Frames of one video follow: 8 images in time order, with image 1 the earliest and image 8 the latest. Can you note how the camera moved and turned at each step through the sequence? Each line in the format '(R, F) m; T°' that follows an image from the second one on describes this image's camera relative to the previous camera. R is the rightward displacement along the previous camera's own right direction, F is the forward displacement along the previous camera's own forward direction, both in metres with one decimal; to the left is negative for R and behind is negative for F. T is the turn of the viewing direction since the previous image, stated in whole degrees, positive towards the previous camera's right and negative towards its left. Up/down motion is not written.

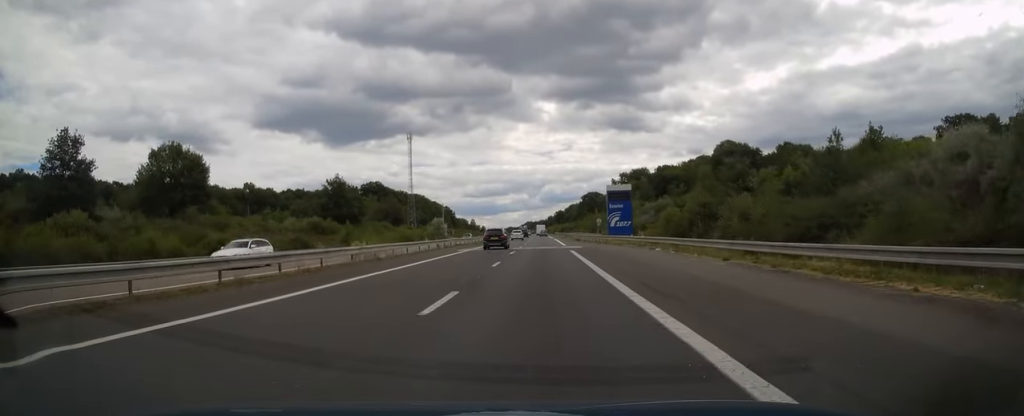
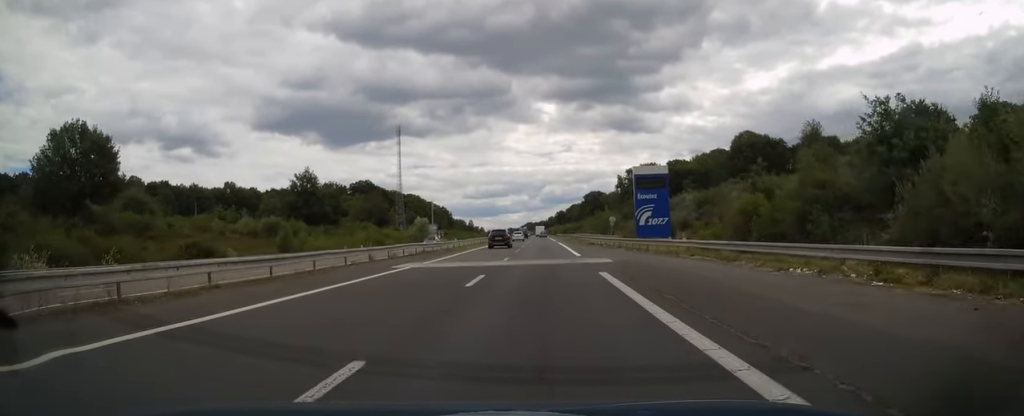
(0.0, +20.1) m; 0°
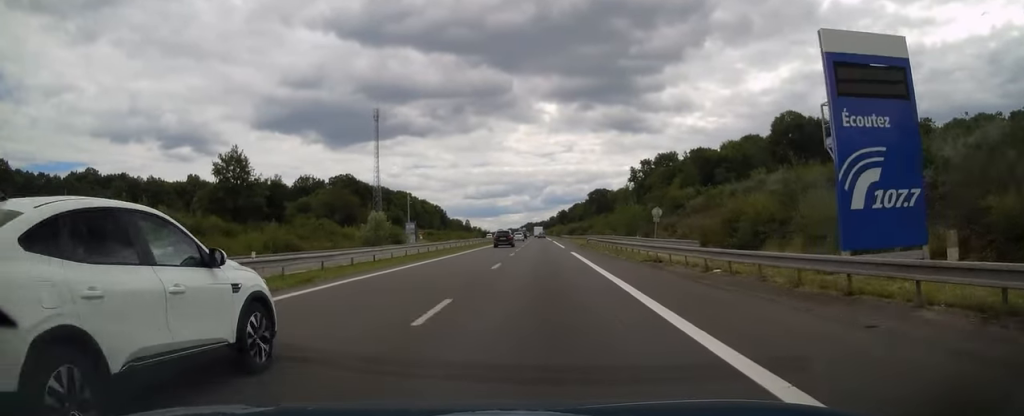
(0.0, +33.4) m; 0°
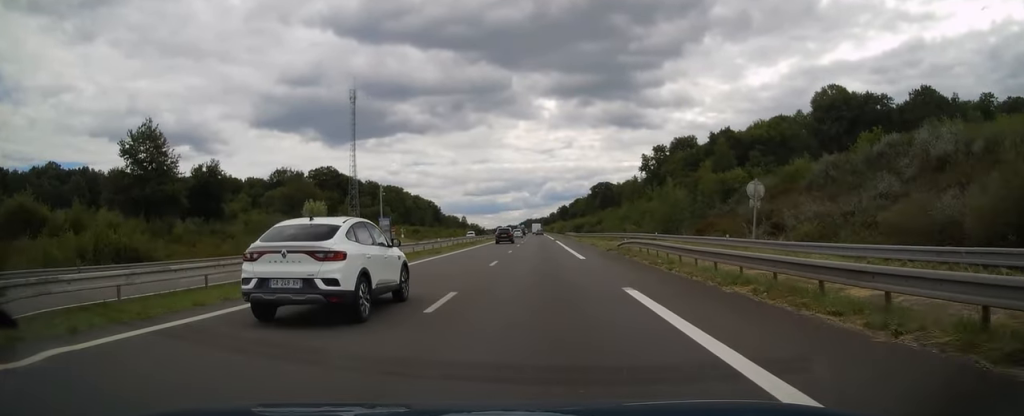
(0.0, +25.0) m; 0°
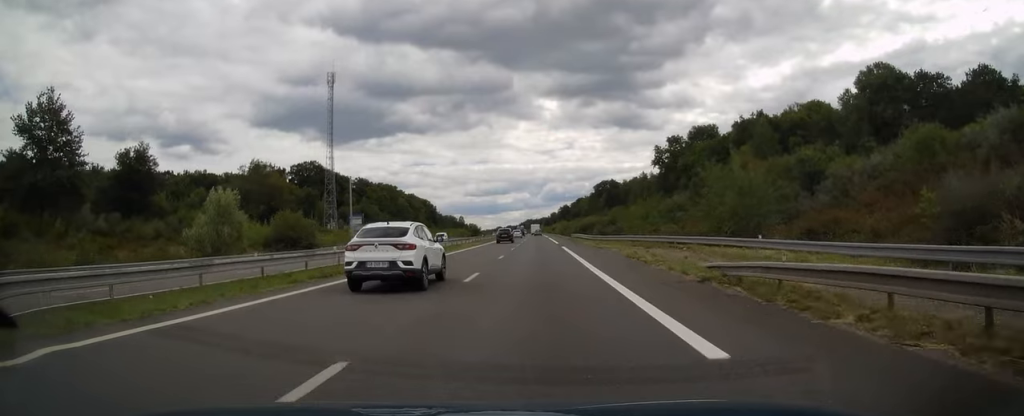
(0.0, +20.1) m; 0°
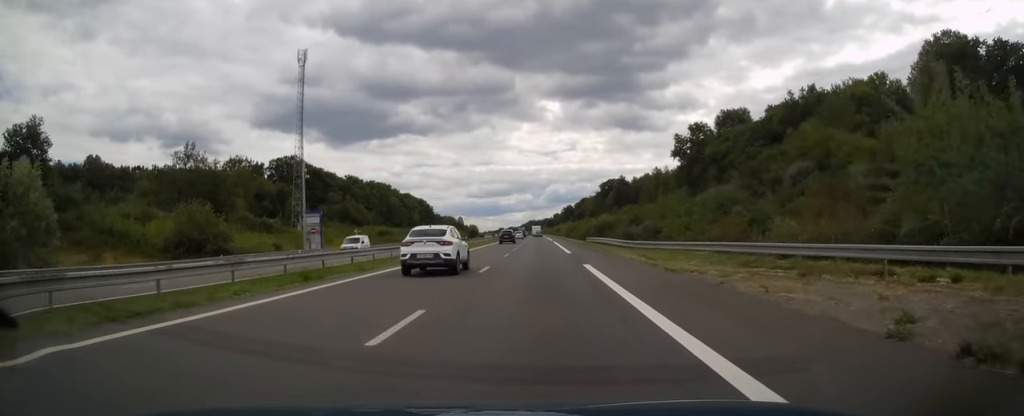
(0.0, +22.1) m; 0°
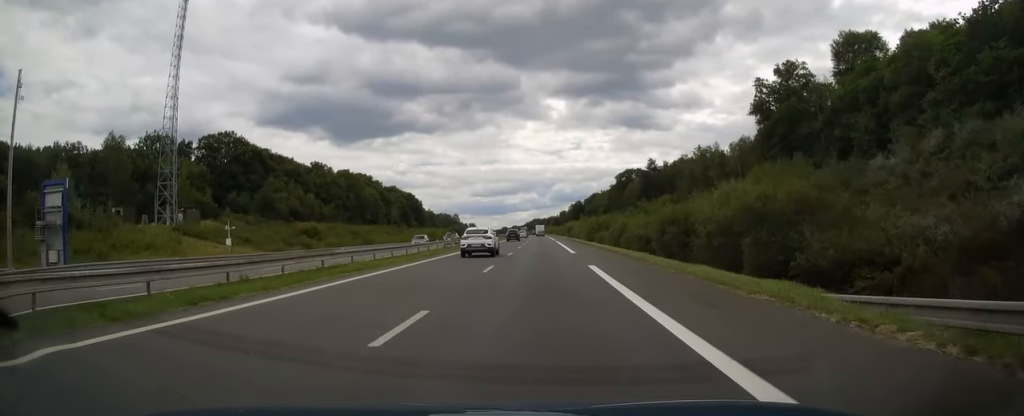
(-0.2, +52.4) m; -1°
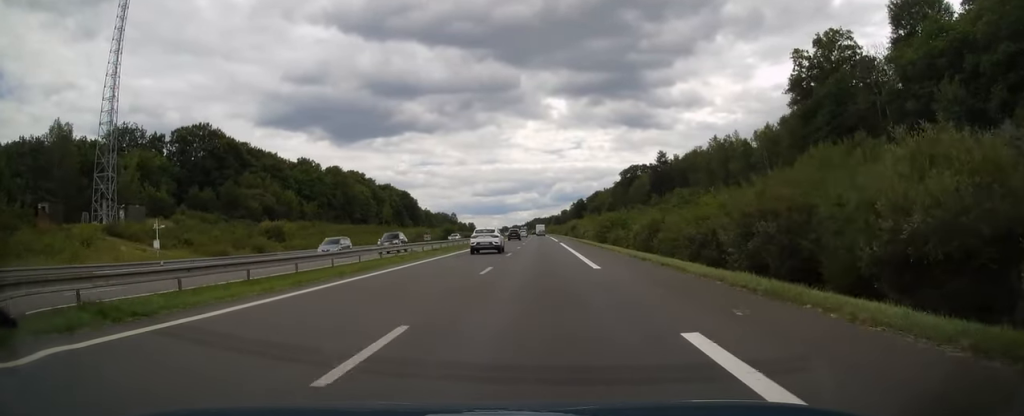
(0.0, +14.7) m; 0°
